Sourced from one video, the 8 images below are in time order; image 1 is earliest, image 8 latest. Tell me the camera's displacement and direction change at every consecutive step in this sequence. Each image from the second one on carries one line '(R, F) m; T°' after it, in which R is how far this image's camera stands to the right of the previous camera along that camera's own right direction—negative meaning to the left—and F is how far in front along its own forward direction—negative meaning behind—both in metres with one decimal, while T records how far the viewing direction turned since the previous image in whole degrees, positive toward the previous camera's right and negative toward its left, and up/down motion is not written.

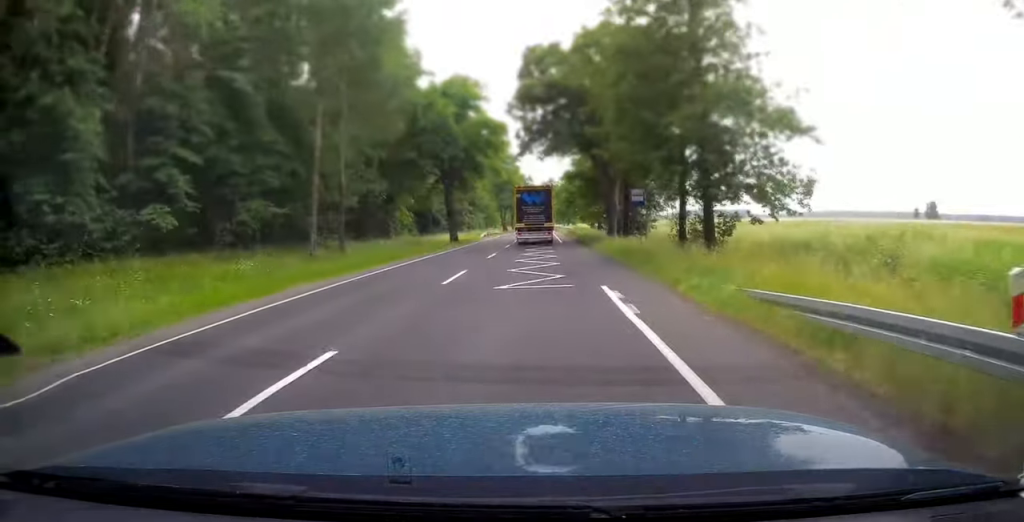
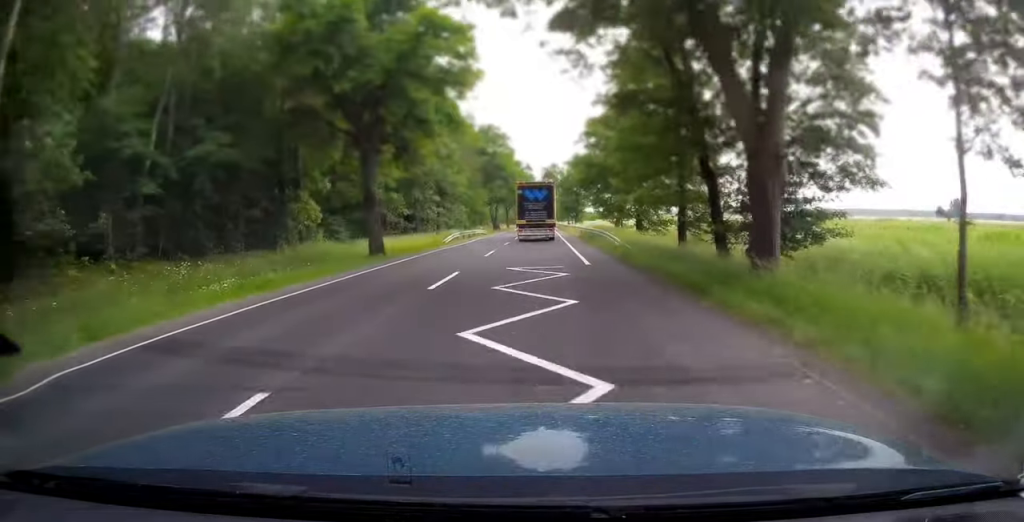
(+0.1, +25.6) m; 0°
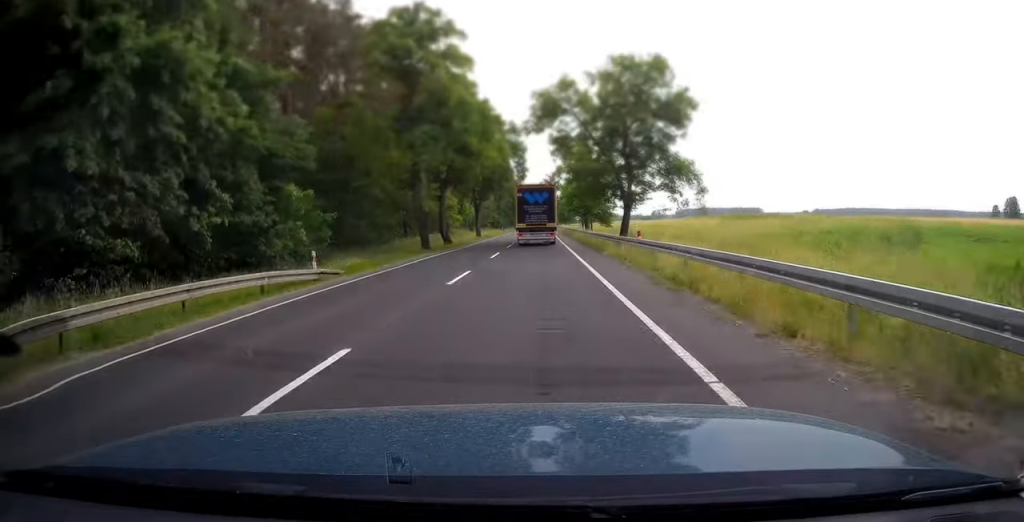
(+0.1, +57.3) m; 0°
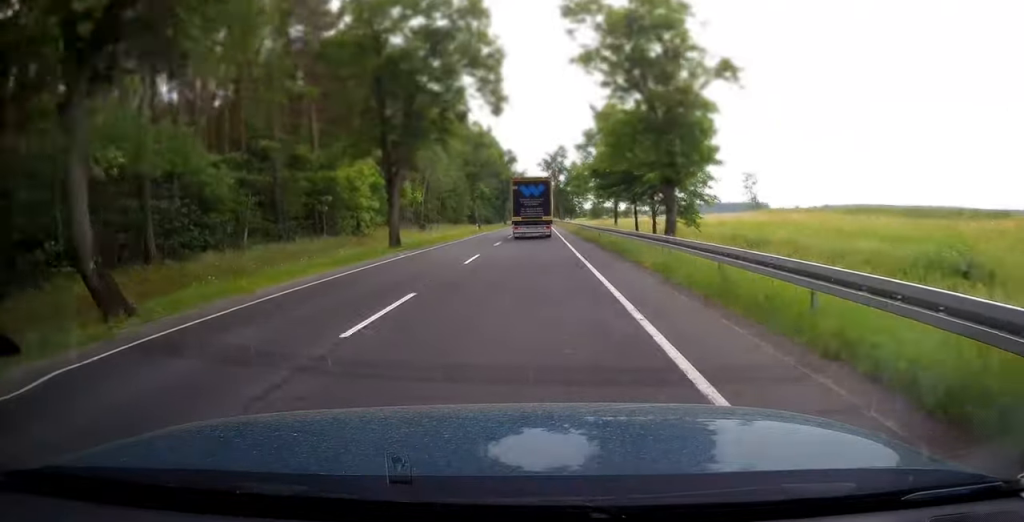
(+0.3, +43.0) m; 0°
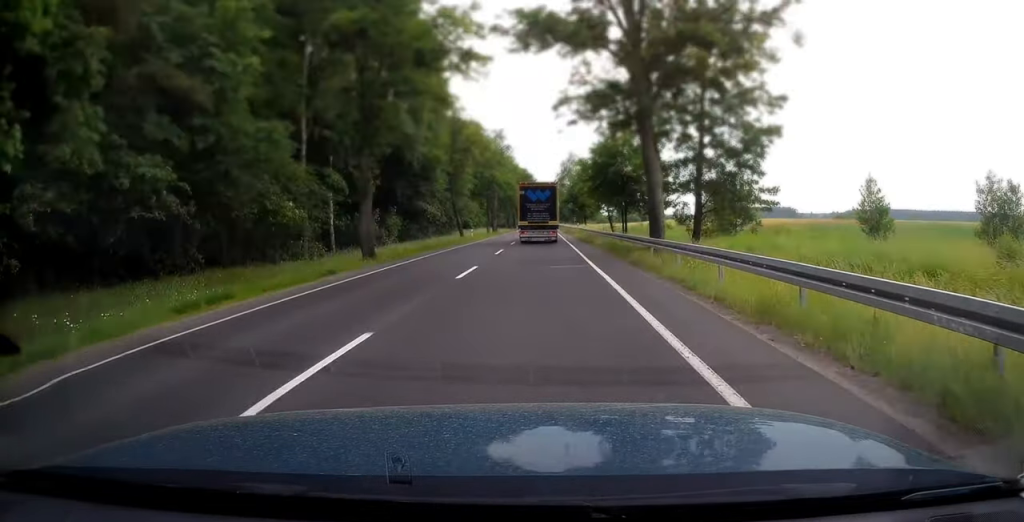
(-1.2, +111.0) m; 0°
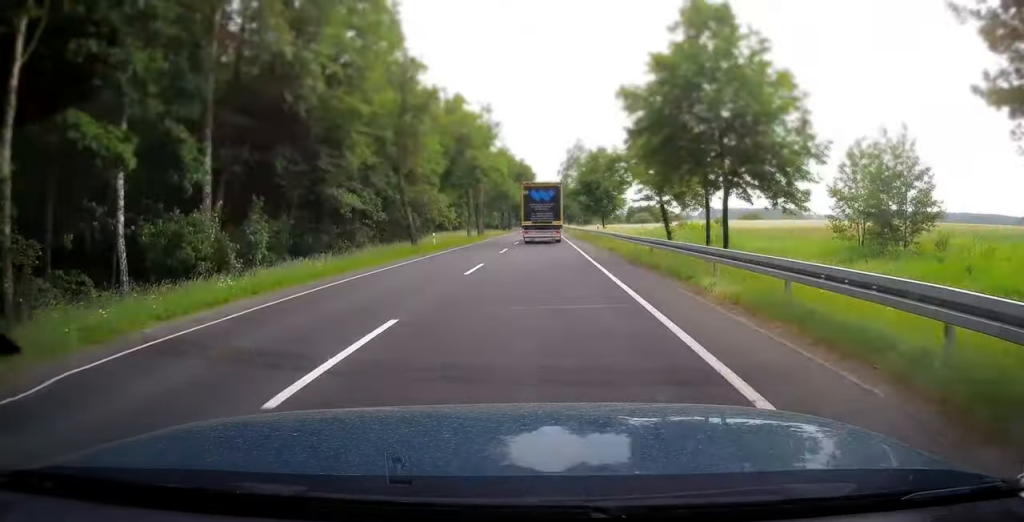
(0.0, +23.0) m; 0°
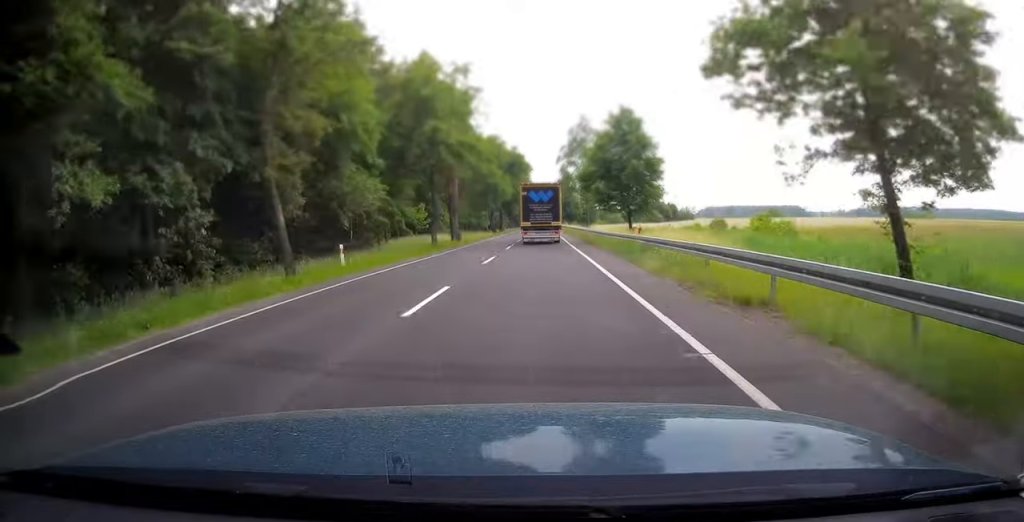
(0.0, +19.2) m; 0°
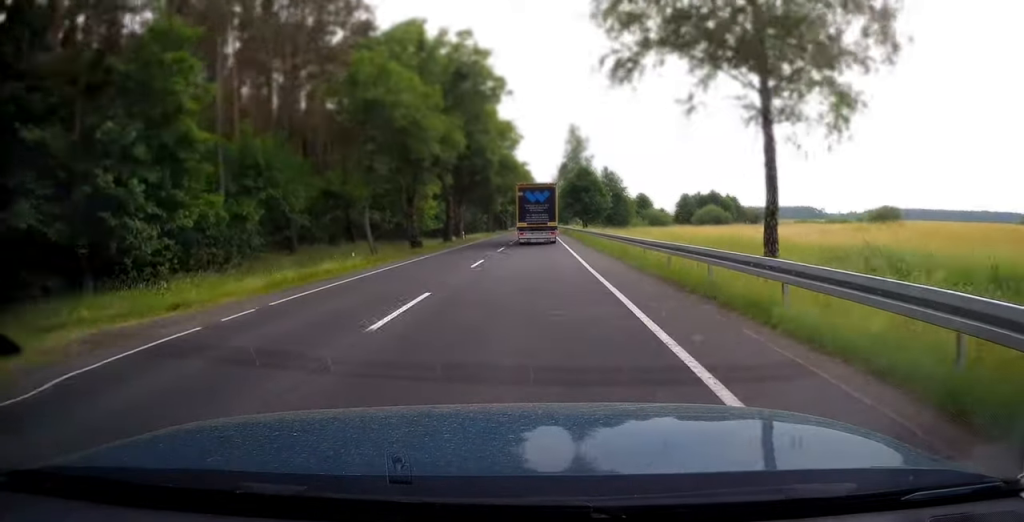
(+0.2, +60.8) m; 0°
